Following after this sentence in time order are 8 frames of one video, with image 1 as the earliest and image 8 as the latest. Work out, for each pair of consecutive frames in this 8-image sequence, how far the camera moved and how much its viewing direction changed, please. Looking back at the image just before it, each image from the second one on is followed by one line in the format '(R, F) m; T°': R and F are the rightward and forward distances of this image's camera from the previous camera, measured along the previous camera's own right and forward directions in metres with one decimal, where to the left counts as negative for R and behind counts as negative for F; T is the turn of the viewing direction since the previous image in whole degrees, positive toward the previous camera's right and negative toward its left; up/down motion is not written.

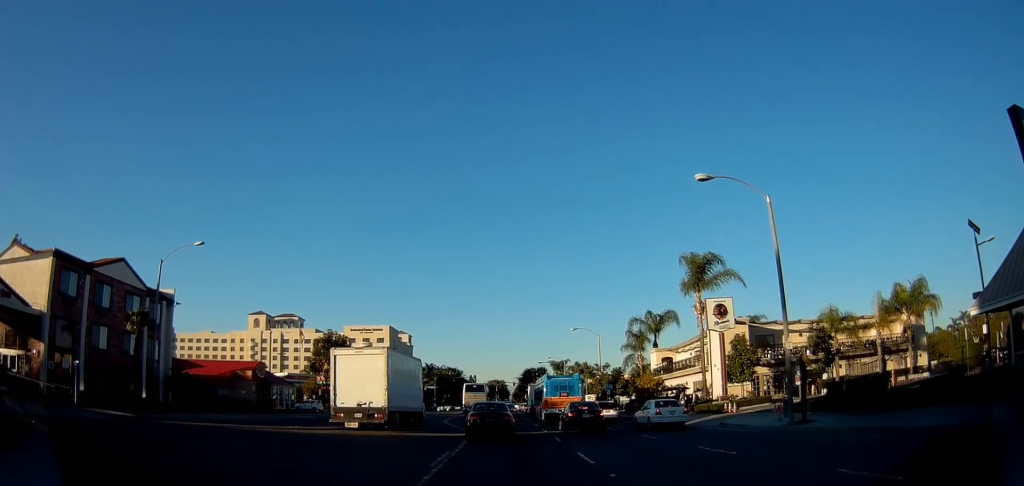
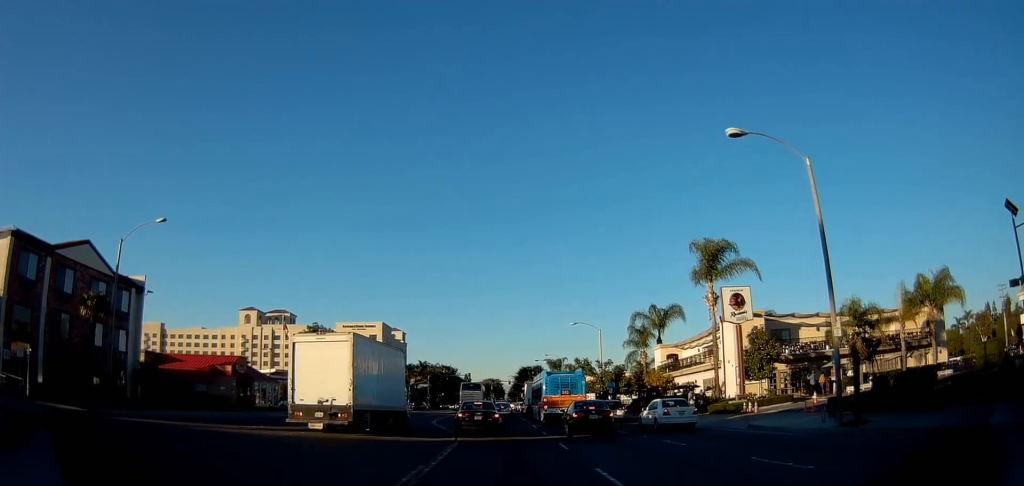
(0.0, +3.9) m; 0°
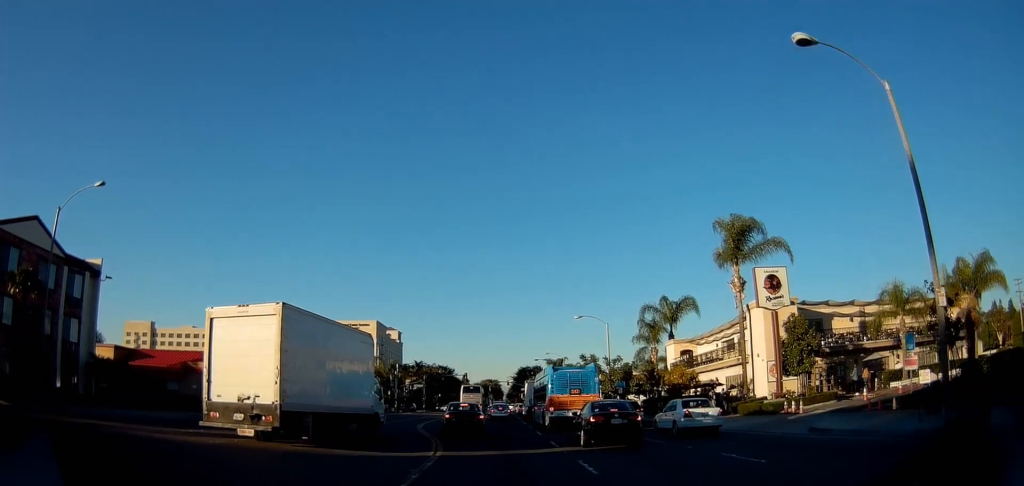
(0.0, +5.5) m; 0°
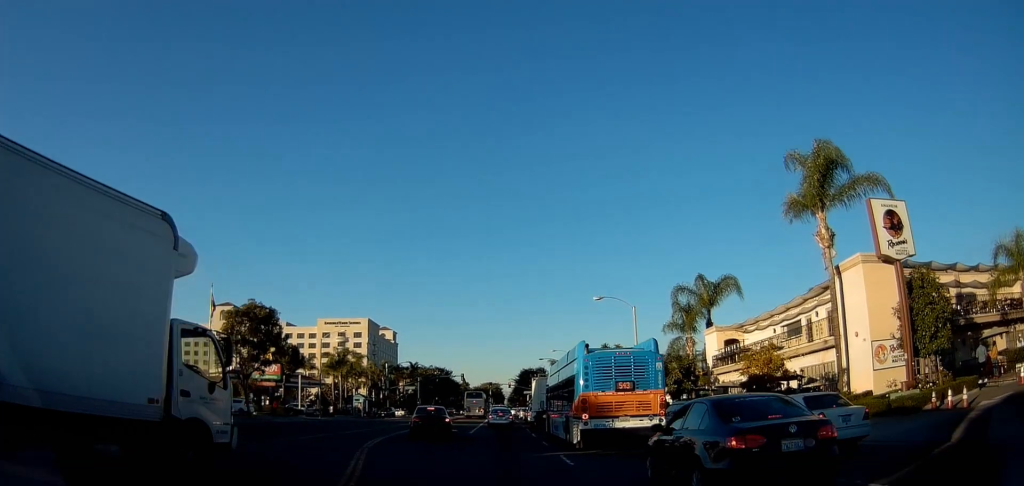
(0.0, +11.4) m; 0°
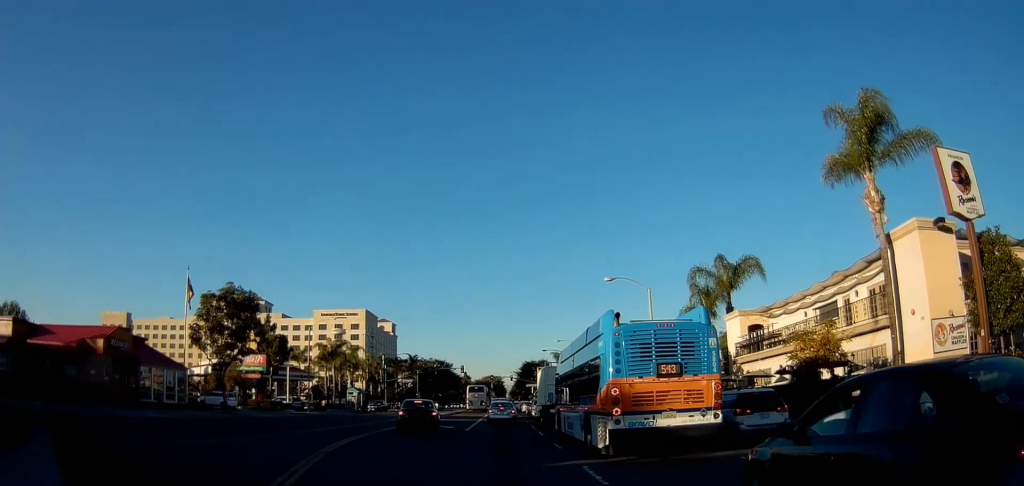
(0.0, +4.2) m; 0°
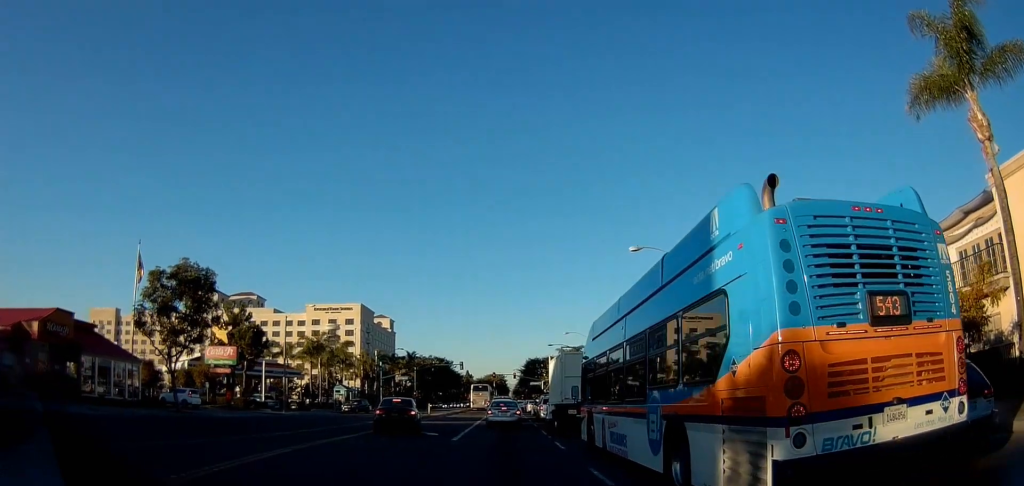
(0.0, +7.5) m; -2°
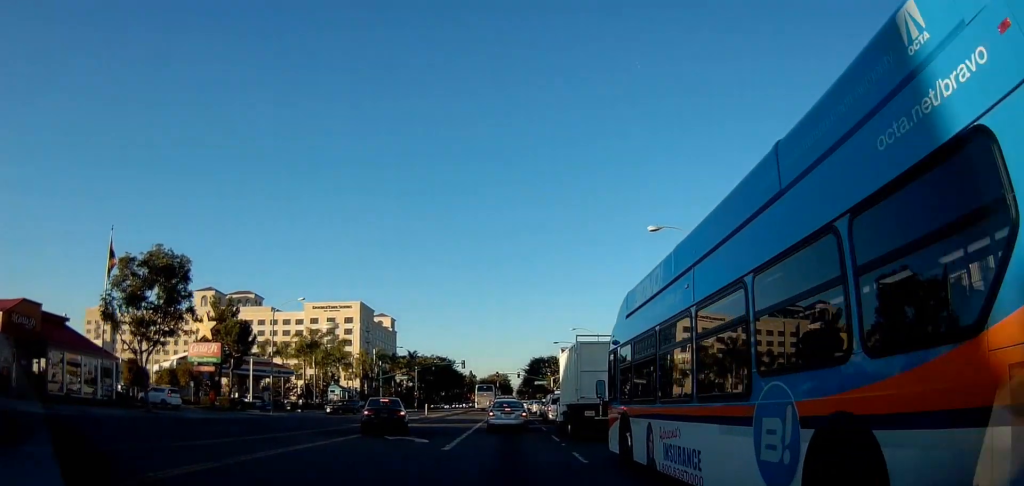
(+0.2, +4.0) m; -3°
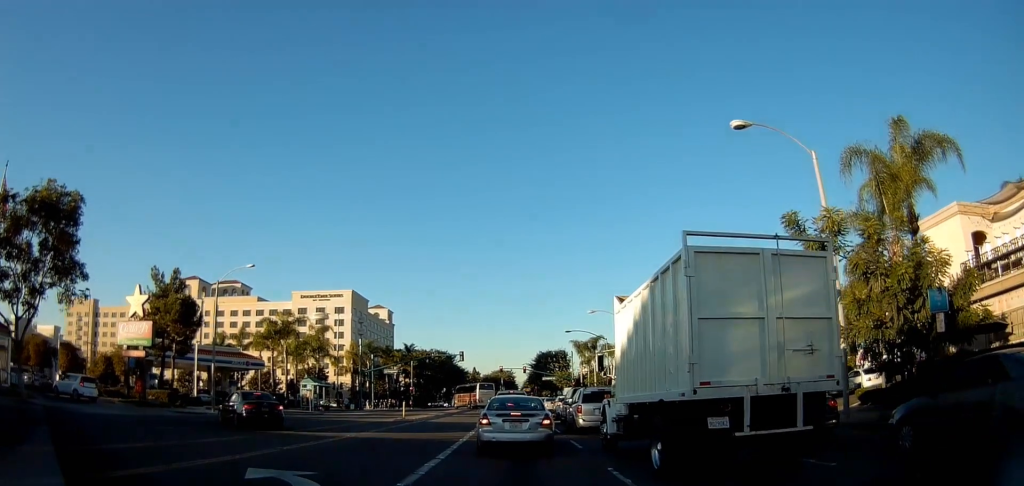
(-0.4, +12.3) m; +4°
